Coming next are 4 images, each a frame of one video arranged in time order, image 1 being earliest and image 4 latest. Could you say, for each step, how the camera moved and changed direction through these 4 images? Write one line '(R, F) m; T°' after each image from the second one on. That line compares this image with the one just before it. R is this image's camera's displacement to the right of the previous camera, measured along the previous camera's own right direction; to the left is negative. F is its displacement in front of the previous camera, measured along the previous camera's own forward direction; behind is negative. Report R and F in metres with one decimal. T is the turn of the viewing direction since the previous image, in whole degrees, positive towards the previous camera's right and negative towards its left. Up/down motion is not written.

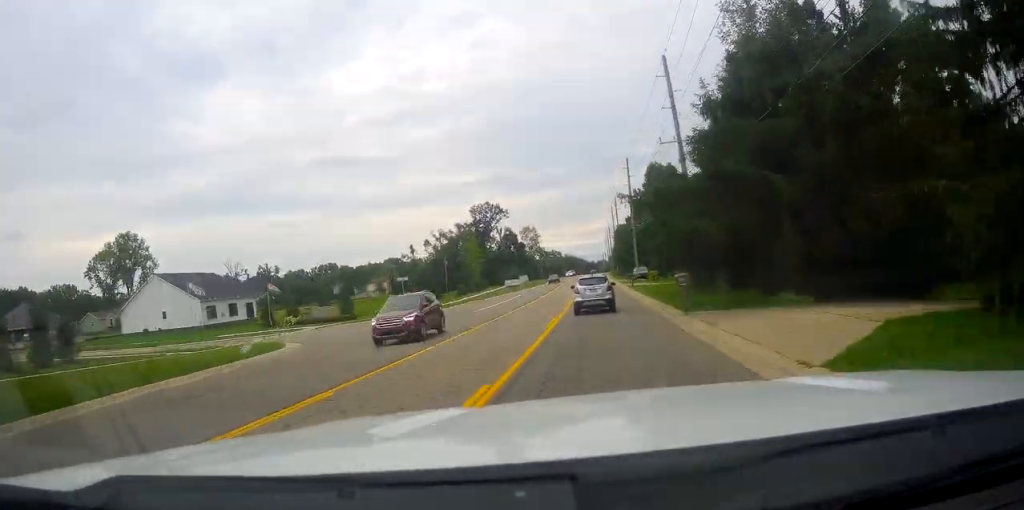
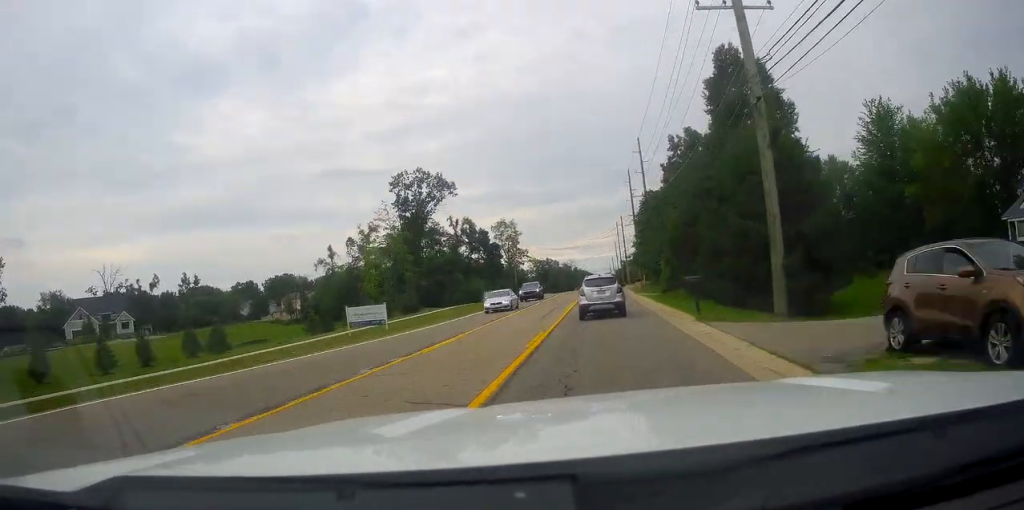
(-1.2, +66.1) m; -1°
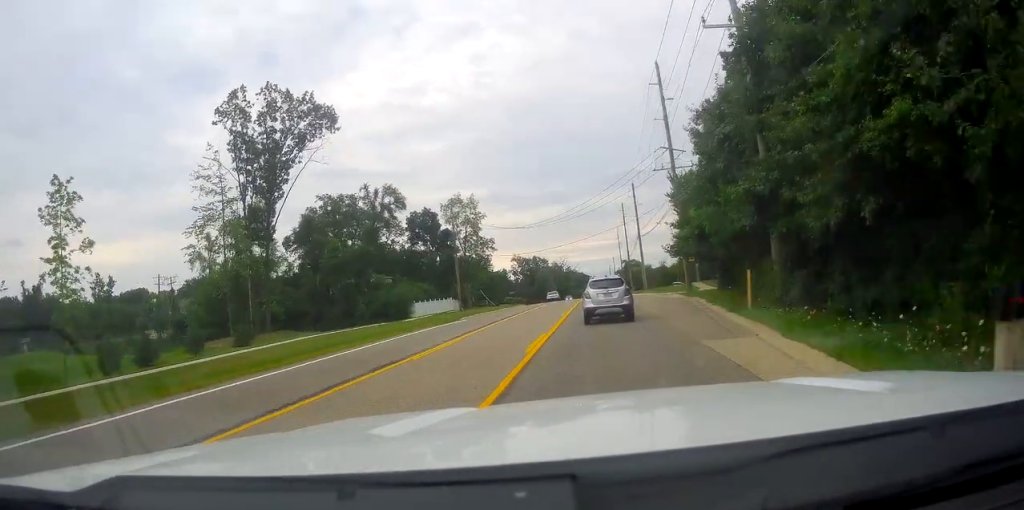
(+0.8, +46.9) m; +1°
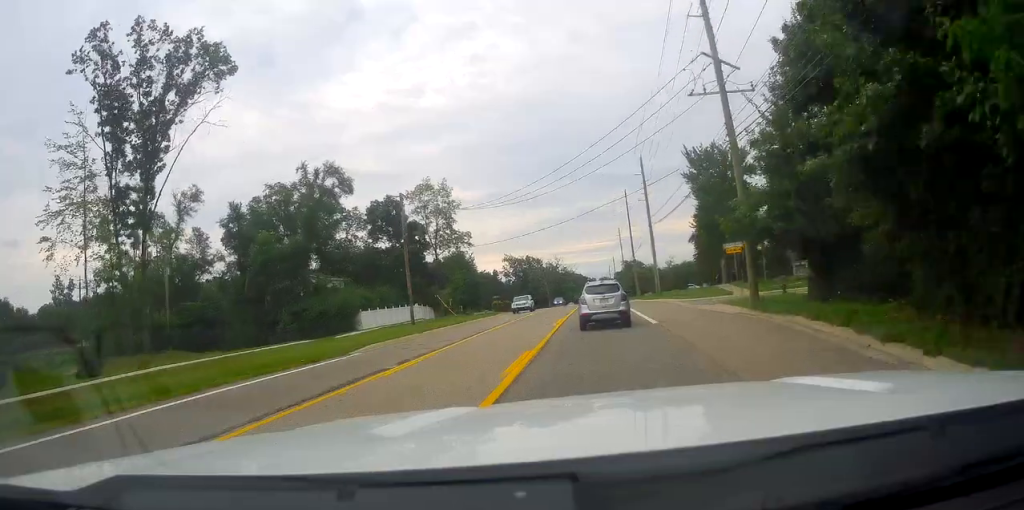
(+0.3, +18.0) m; -1°
